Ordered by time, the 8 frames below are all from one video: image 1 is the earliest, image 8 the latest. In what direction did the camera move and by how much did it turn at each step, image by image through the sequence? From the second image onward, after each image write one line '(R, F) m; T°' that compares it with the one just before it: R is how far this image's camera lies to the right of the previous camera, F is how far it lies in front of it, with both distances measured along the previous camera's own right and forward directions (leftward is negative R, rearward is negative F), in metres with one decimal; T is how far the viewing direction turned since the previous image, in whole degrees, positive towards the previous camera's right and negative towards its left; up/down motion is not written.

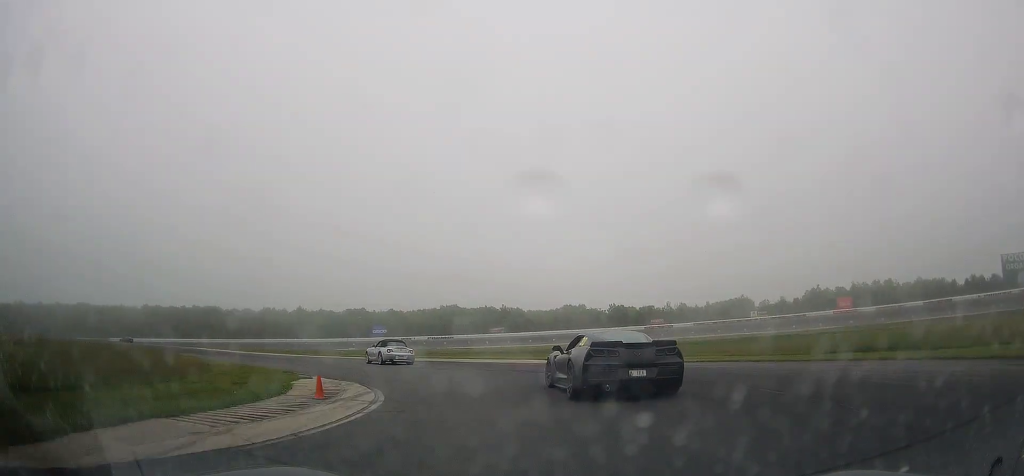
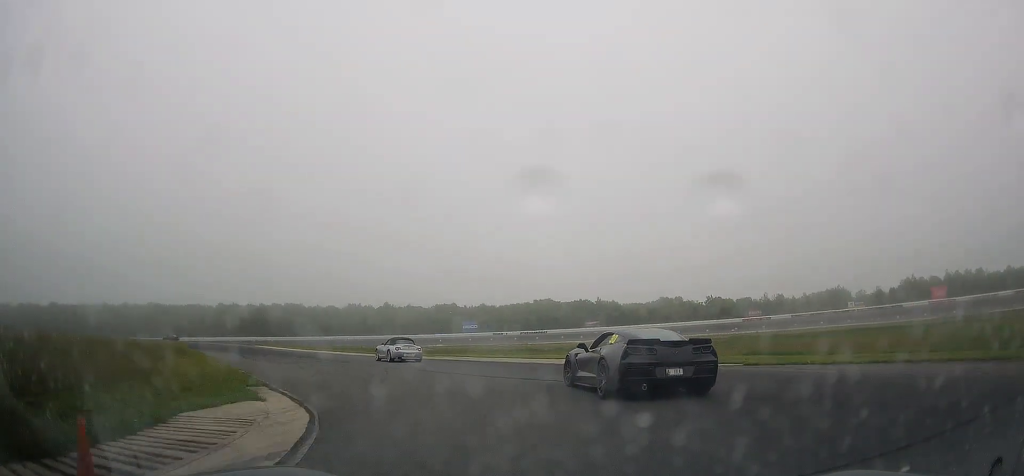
(-1.2, +6.9) m; -10°
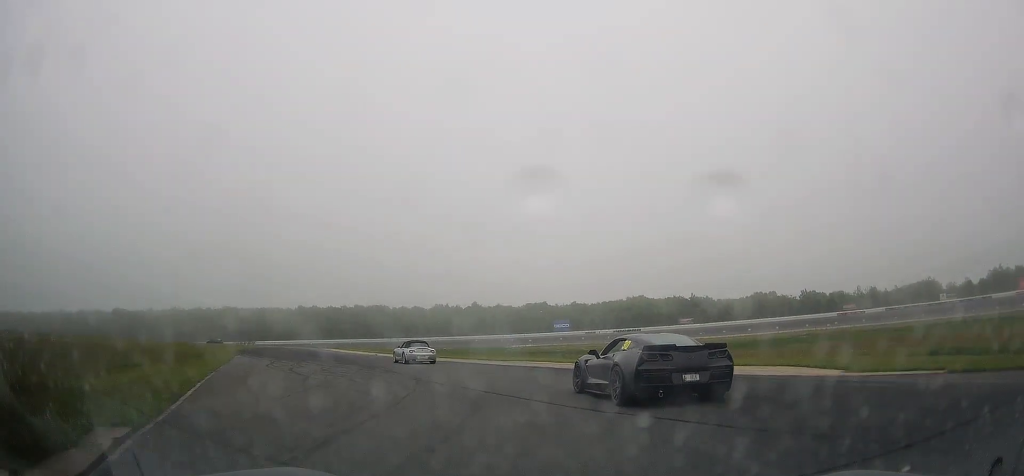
(-0.8, +7.0) m; -10°
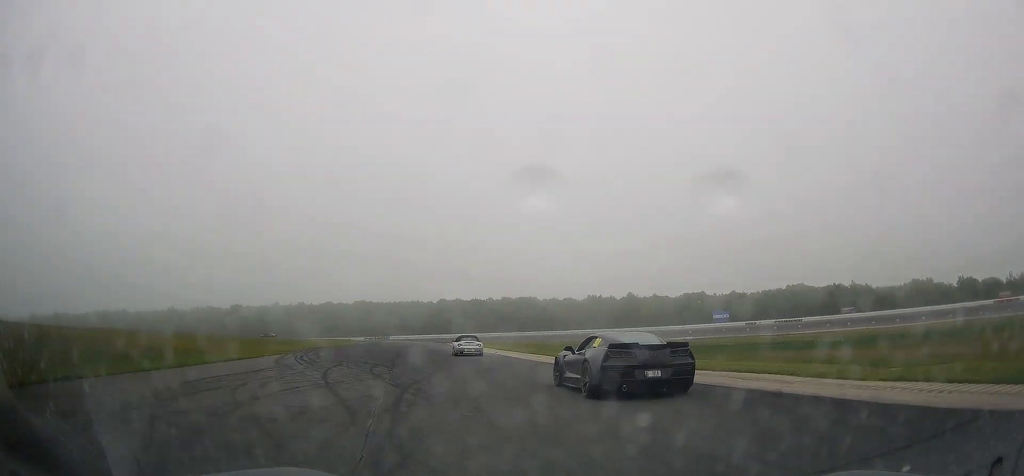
(-2.5, +15.3) m; -15°
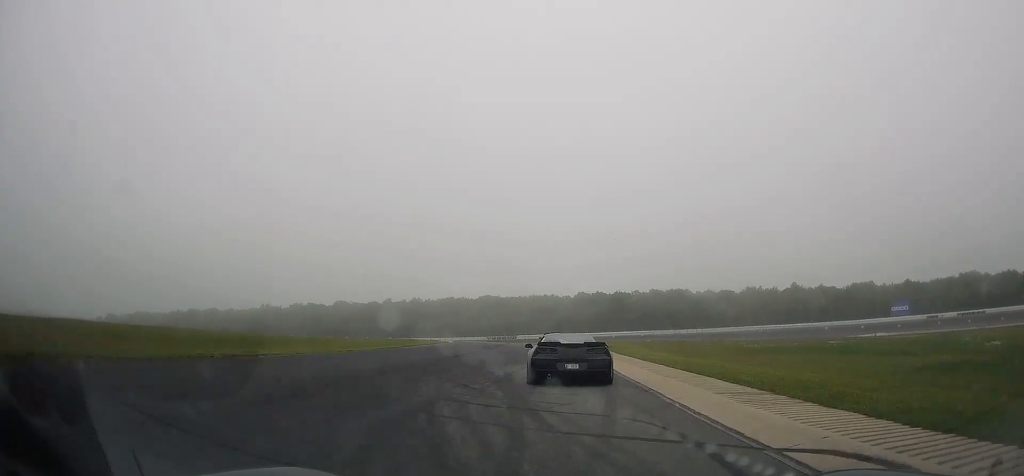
(-5.9, +38.8) m; -13°
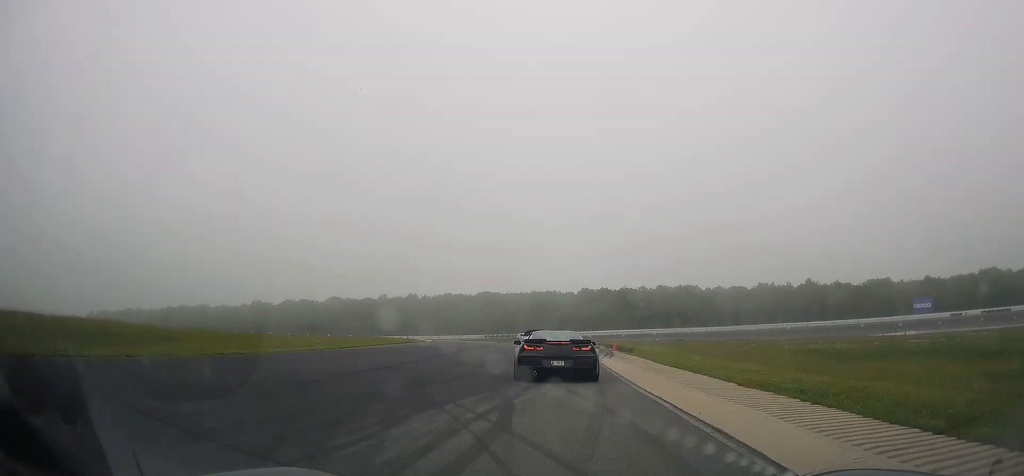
(-0.3, +12.9) m; -1°
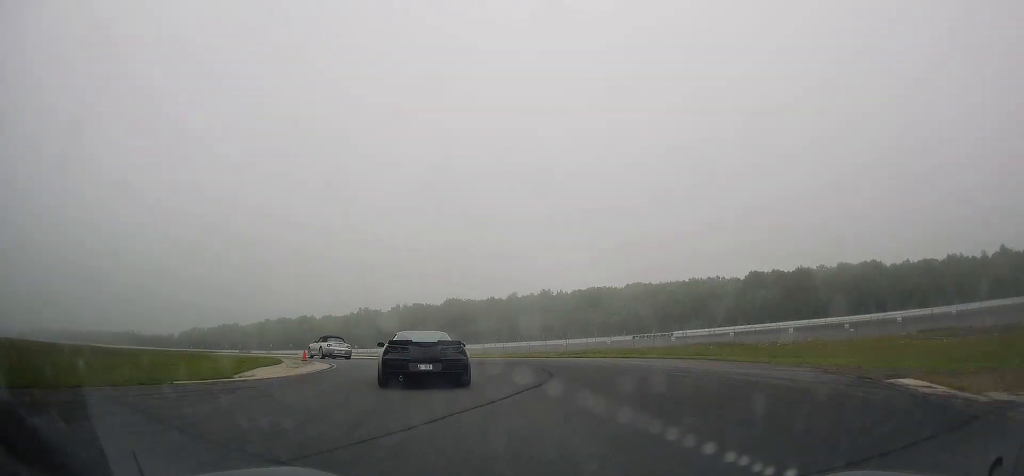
(-3.1, +46.9) m; -20°
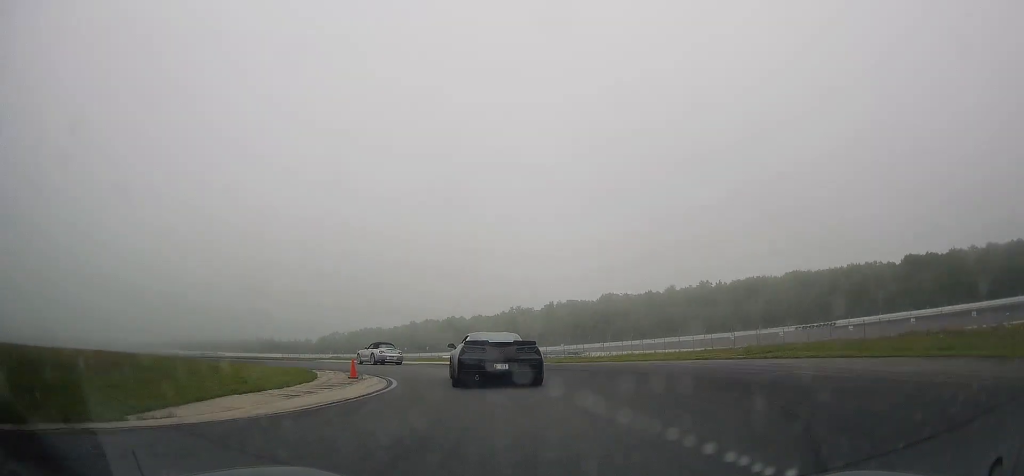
(-1.4, +8.5) m; -13°
